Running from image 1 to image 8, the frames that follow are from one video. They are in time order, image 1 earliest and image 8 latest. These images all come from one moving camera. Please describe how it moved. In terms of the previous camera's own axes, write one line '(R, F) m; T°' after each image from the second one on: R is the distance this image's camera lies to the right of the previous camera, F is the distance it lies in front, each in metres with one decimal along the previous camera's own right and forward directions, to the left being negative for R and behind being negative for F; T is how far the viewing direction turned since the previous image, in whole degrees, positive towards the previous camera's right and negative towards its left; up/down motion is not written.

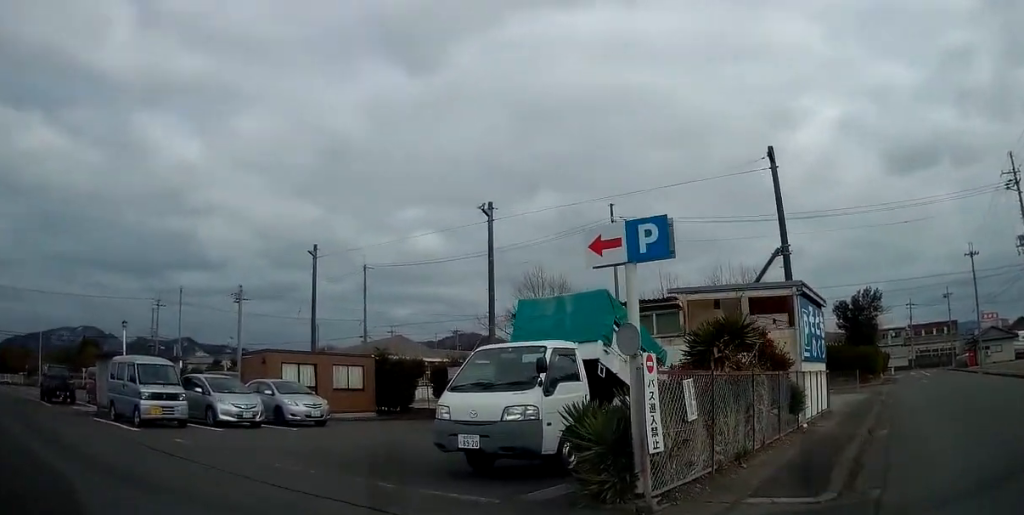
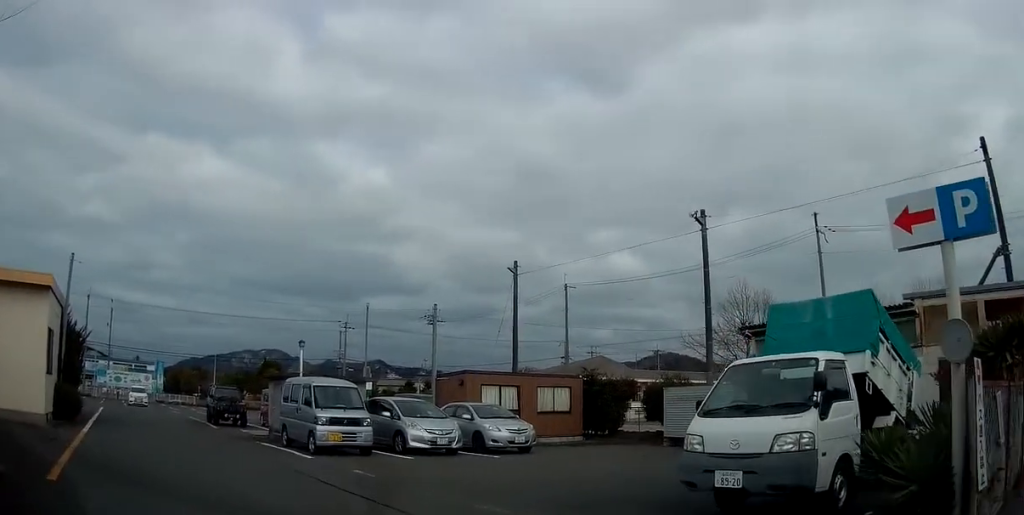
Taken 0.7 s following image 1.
(-0.1, +1.8) m; -14°
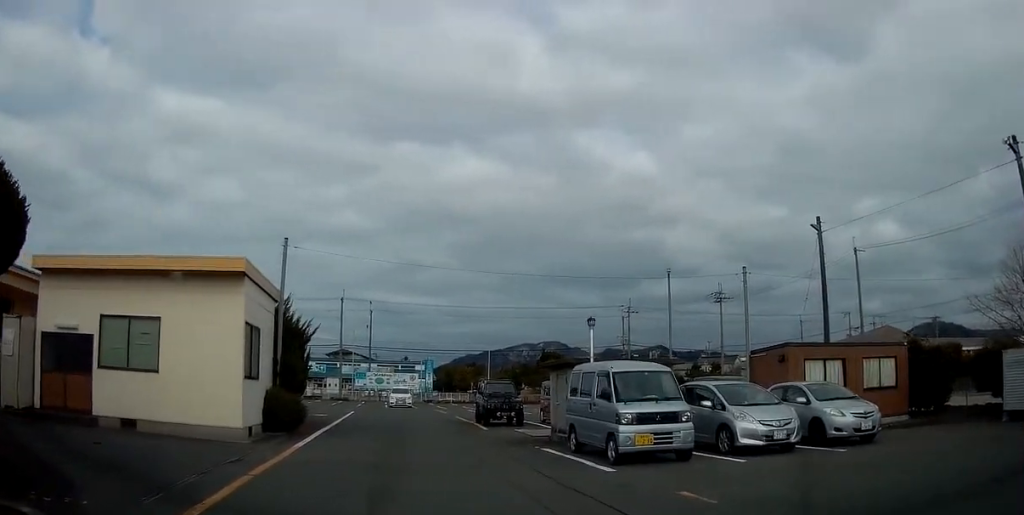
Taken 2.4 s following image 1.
(-1.3, +4.1) m; -27°
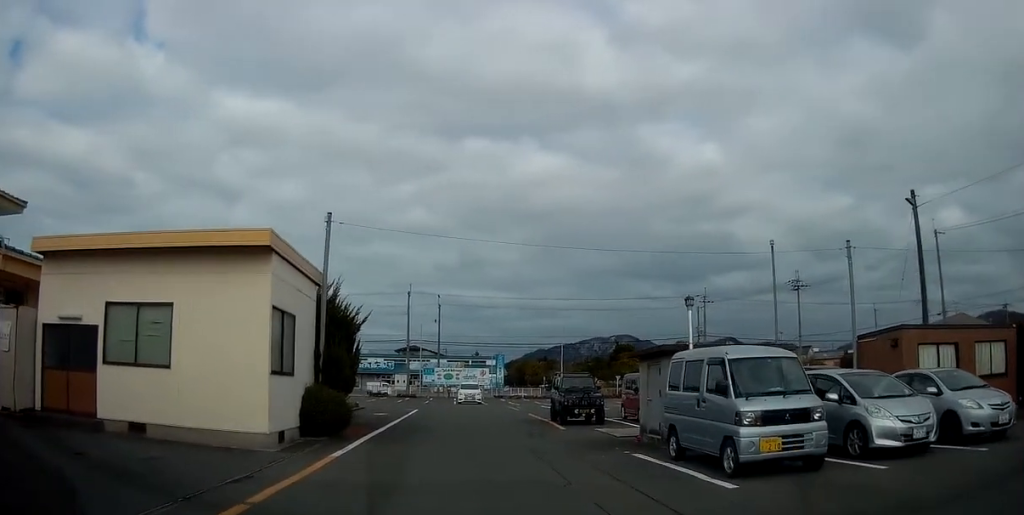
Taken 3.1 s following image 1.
(-0.1, +2.3) m; -3°
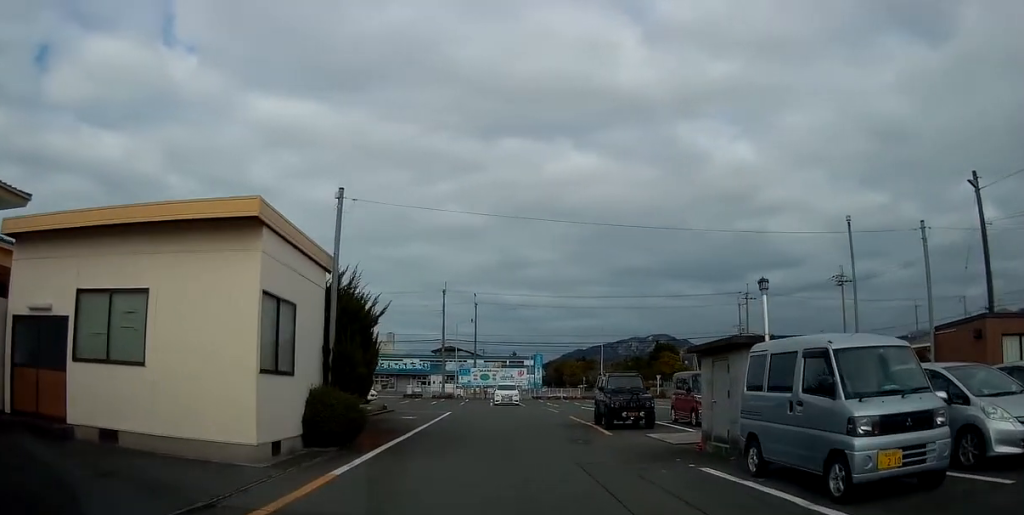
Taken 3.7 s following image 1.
(-0.1, +2.2) m; -2°
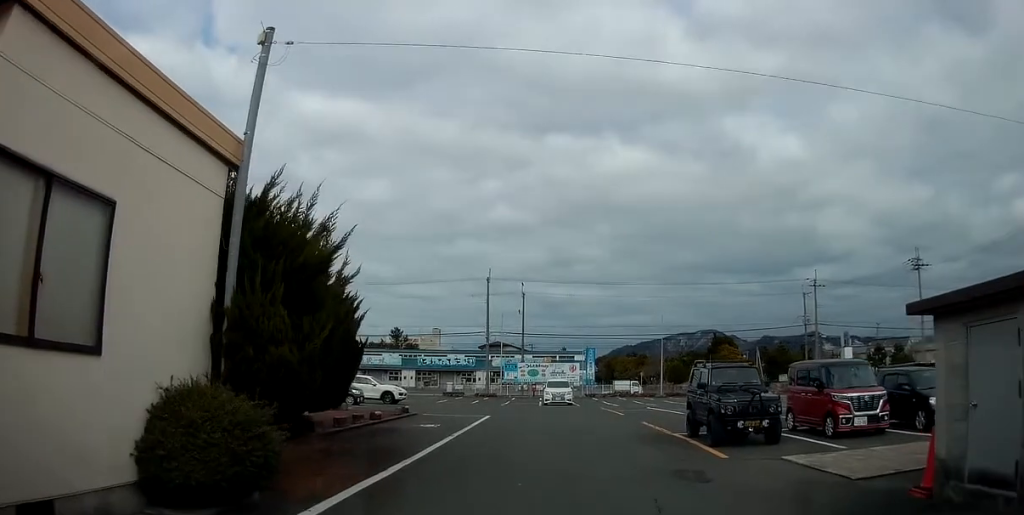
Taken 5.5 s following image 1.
(-0.8, +6.5) m; -12°
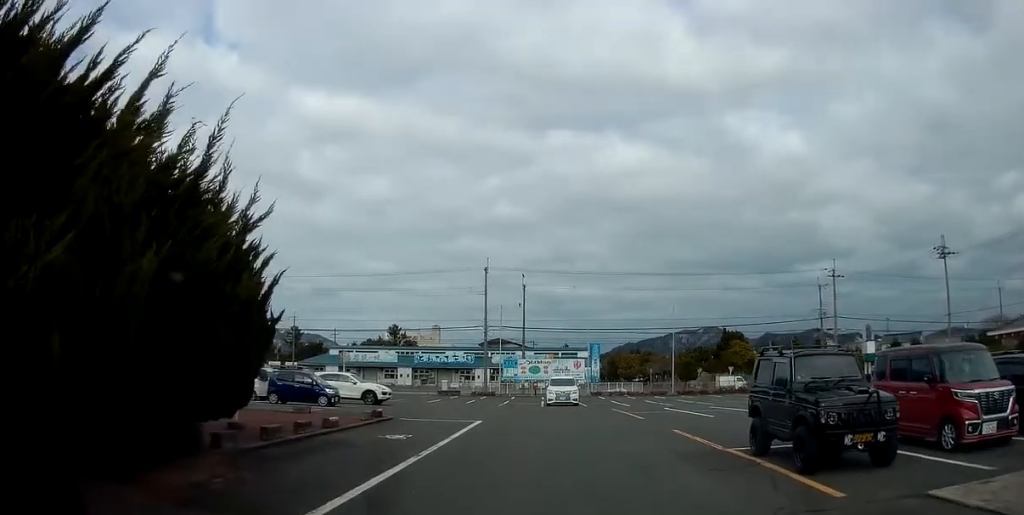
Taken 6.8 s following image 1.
(+0.2, +4.3) m; +12°
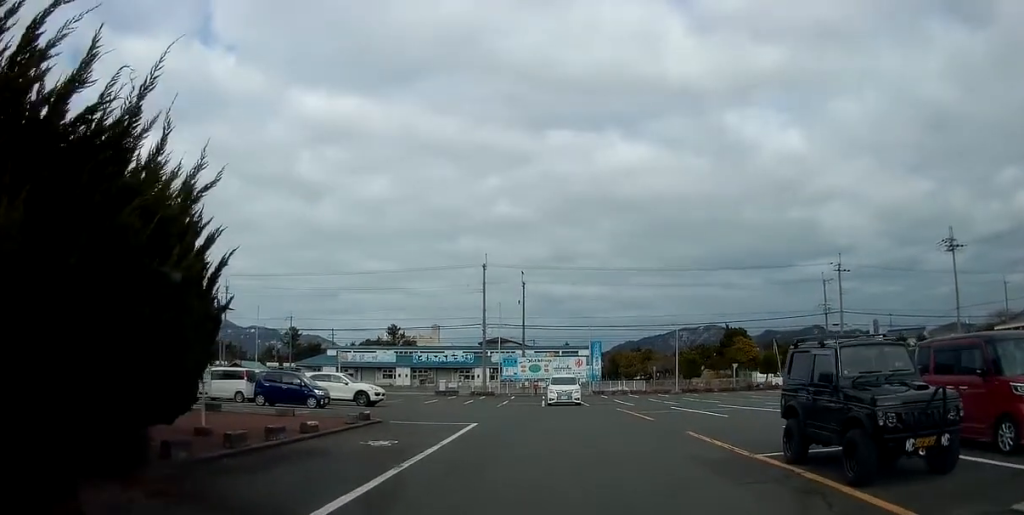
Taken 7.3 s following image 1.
(+0.1, +1.5) m; +4°
